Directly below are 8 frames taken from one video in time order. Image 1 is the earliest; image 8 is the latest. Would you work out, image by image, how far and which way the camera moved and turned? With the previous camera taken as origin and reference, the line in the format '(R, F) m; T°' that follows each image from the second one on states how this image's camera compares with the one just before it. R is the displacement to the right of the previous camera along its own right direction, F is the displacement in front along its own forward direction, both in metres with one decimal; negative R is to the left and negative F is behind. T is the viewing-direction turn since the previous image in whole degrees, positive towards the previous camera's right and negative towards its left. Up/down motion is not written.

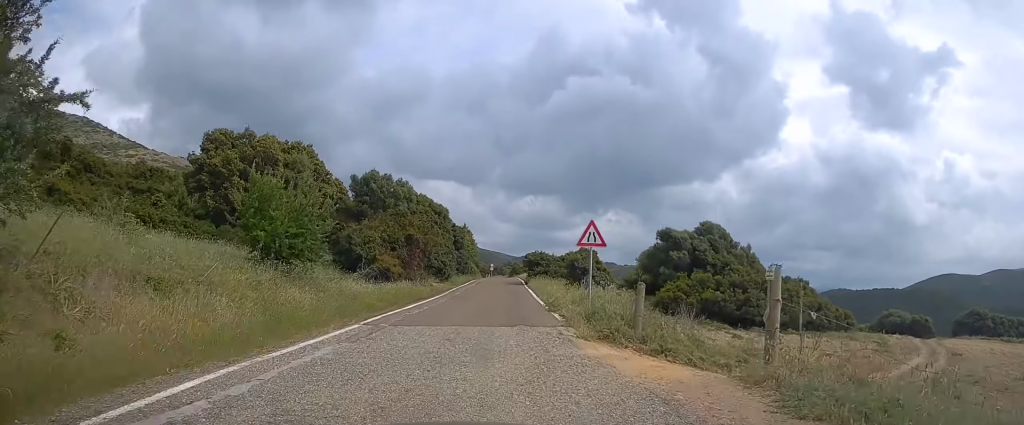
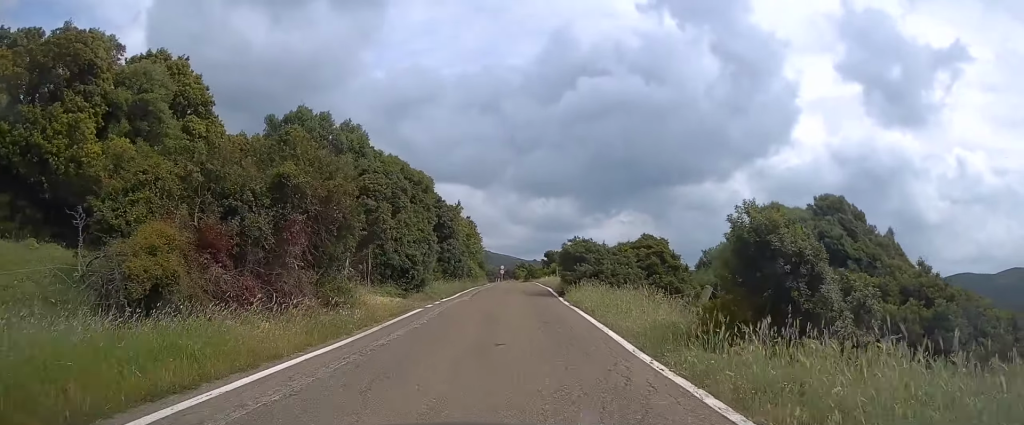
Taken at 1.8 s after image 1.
(-0.4, +22.3) m; -1°
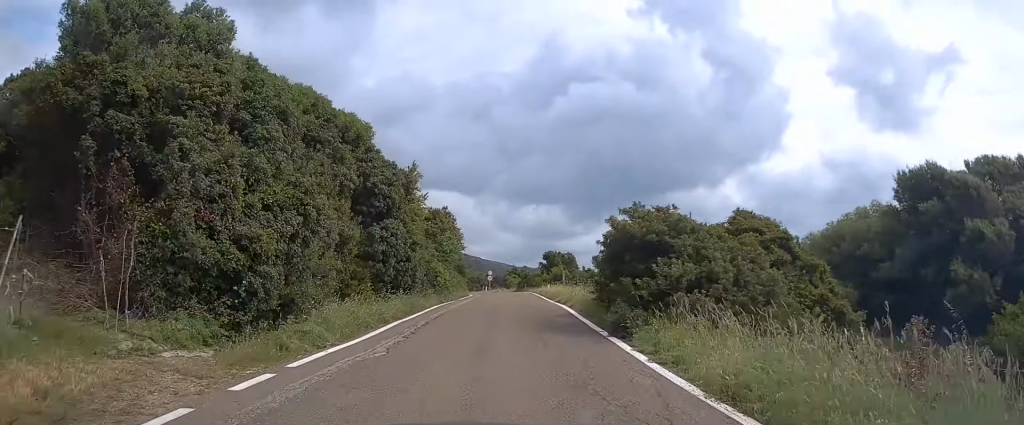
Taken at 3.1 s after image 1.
(+0.1, +16.4) m; +1°
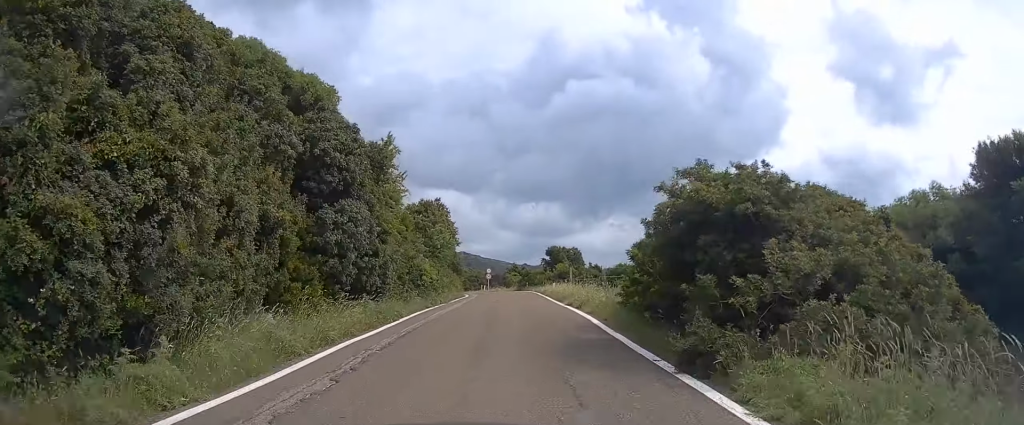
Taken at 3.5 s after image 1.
(0.0, +5.1) m; 0°
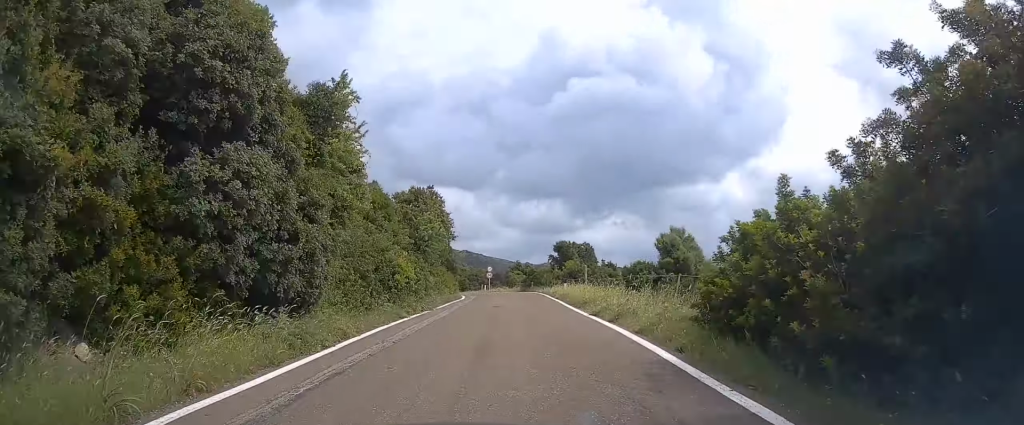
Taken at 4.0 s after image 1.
(0.0, +6.3) m; 0°
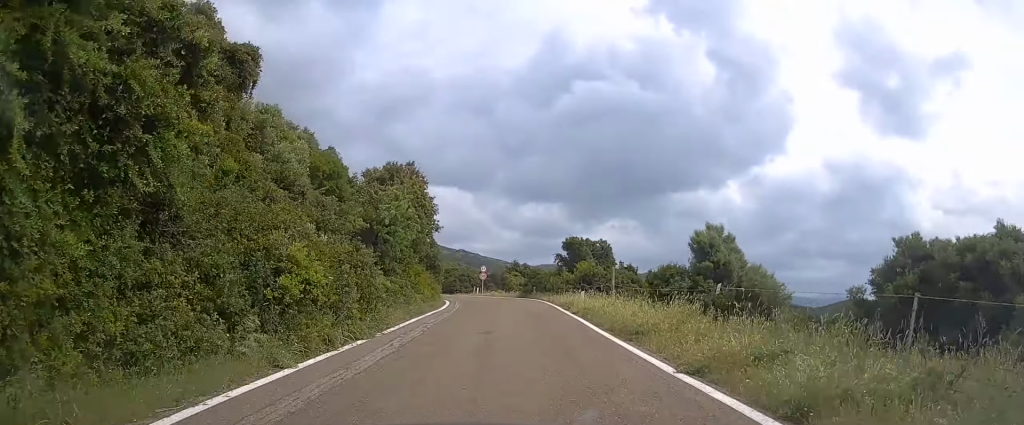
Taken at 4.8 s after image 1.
(0.0, +9.1) m; 0°
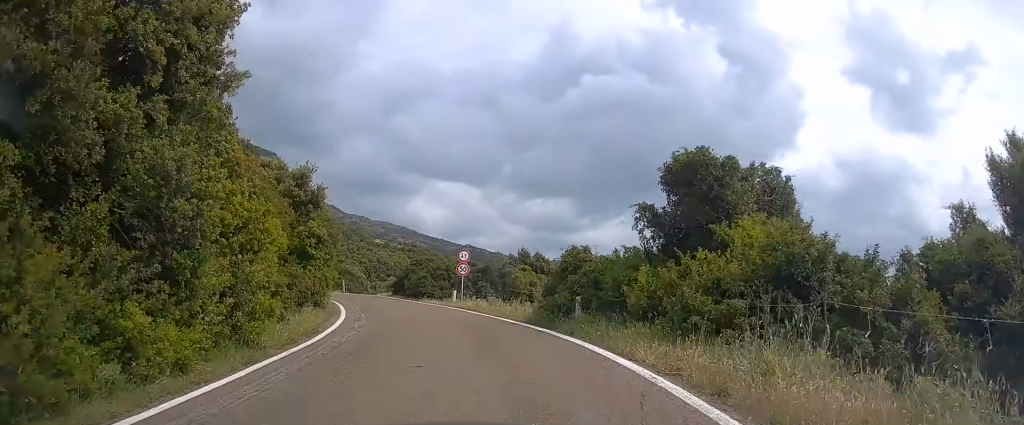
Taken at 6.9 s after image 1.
(-0.1, +25.8) m; -3°
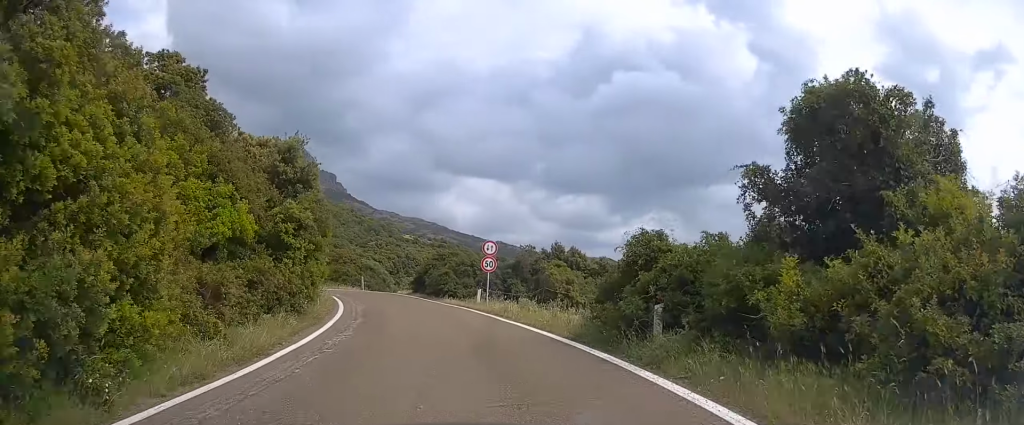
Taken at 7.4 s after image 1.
(+0.1, +5.0) m; -2°
